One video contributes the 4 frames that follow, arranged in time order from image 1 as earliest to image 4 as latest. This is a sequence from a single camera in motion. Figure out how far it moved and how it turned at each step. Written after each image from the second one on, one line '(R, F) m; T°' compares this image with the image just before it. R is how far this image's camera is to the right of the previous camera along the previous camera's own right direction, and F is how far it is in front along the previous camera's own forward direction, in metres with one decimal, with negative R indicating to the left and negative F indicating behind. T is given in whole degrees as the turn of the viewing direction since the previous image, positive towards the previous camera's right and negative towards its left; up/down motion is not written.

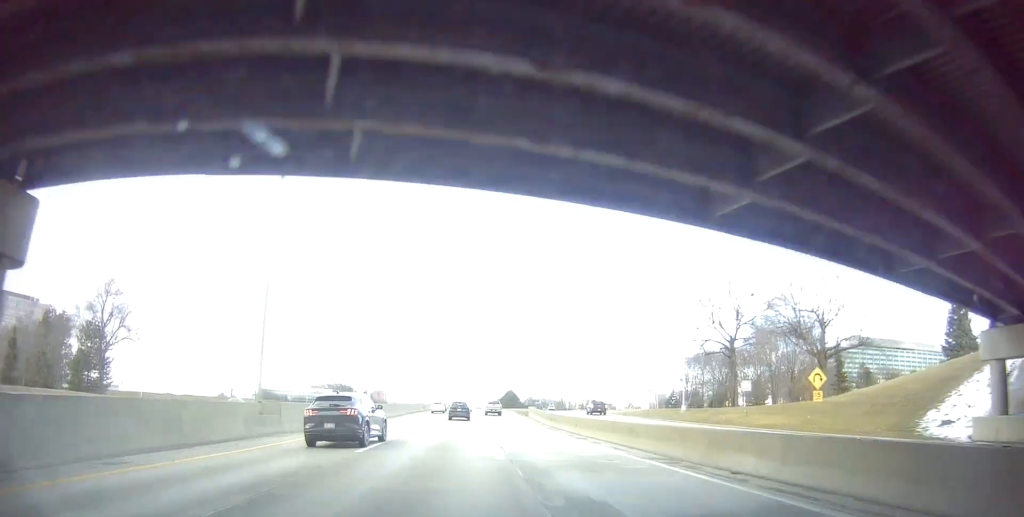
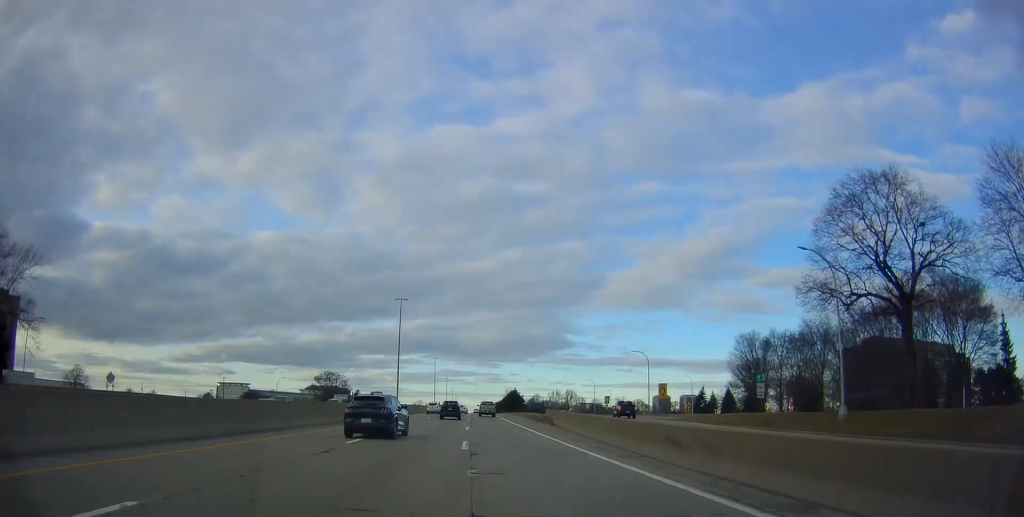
(0.0, +28.5) m; +1°
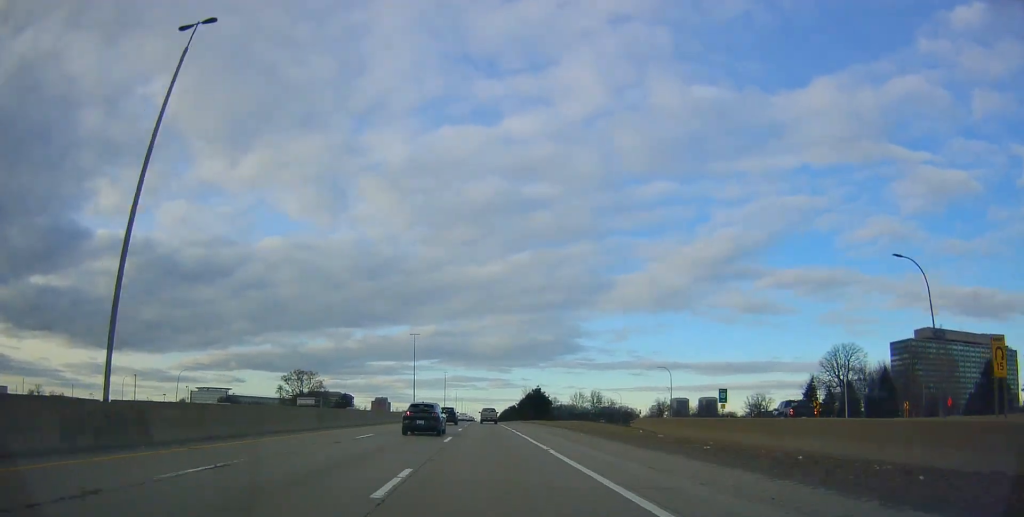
(-0.9, +59.7) m; -3°
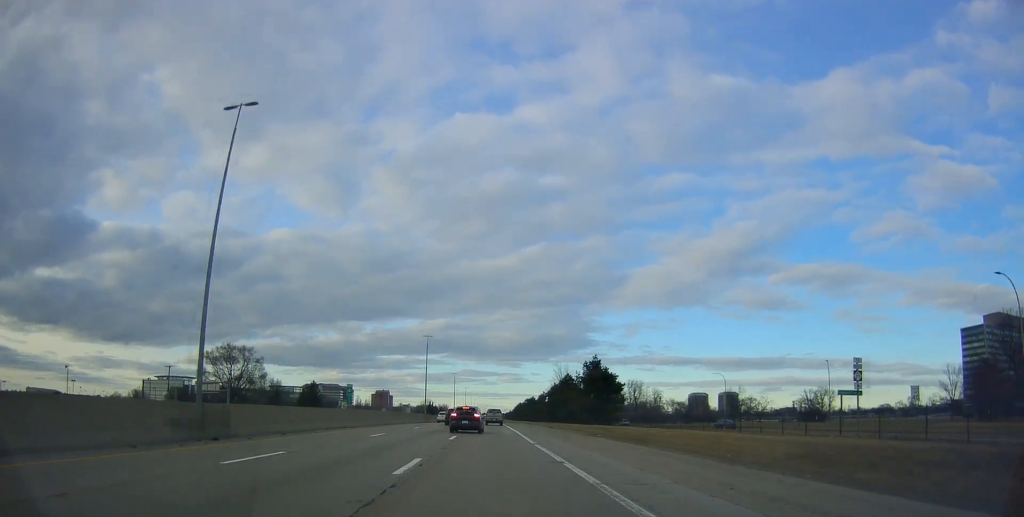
(+0.7, +74.3) m; 0°
